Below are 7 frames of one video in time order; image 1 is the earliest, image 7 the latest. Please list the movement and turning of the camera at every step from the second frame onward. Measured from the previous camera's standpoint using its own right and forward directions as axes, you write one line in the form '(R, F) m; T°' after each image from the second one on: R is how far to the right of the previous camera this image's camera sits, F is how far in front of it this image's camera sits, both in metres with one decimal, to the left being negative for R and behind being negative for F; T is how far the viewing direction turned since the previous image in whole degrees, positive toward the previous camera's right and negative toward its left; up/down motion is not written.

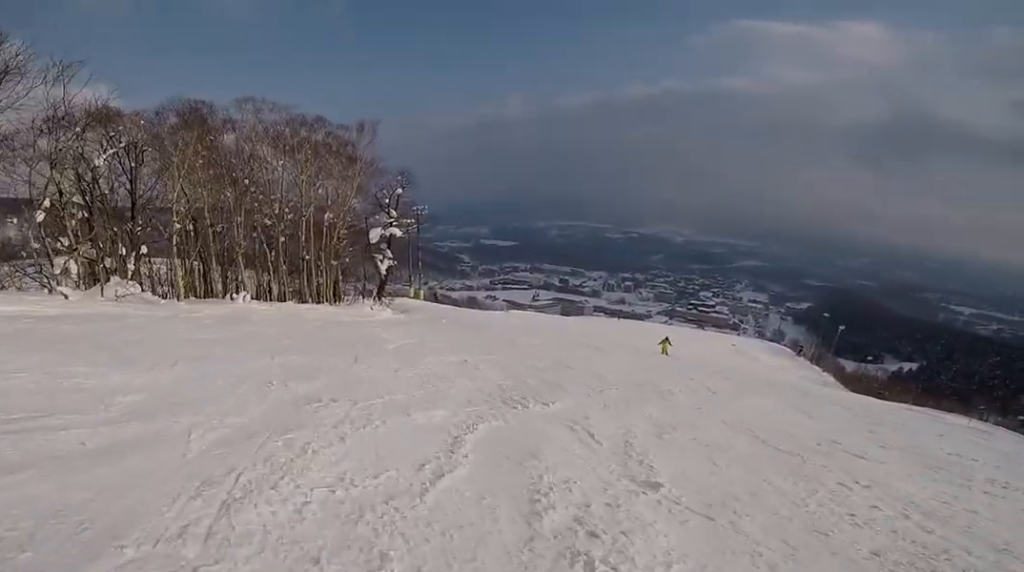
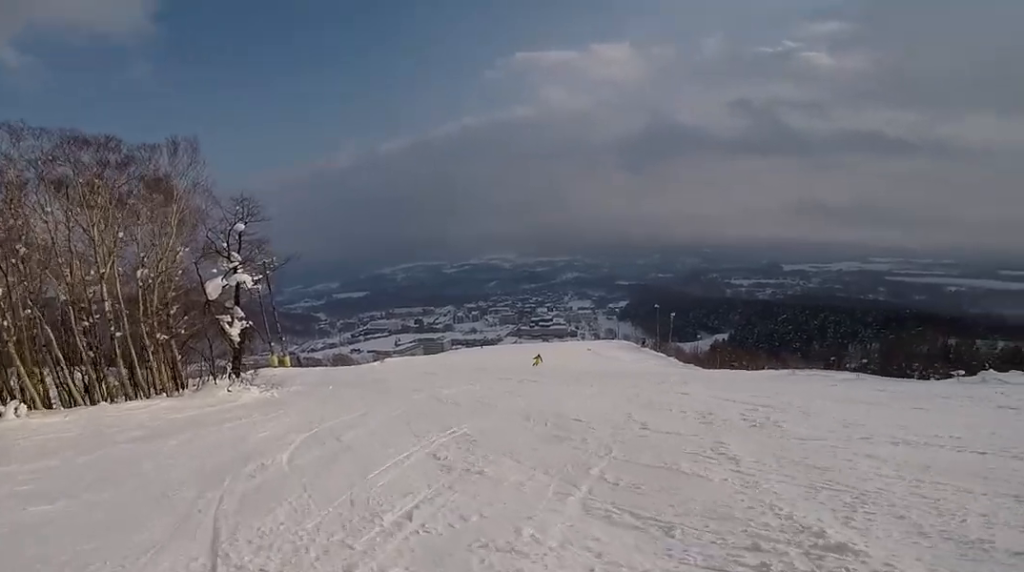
(+0.2, +6.7) m; +26°
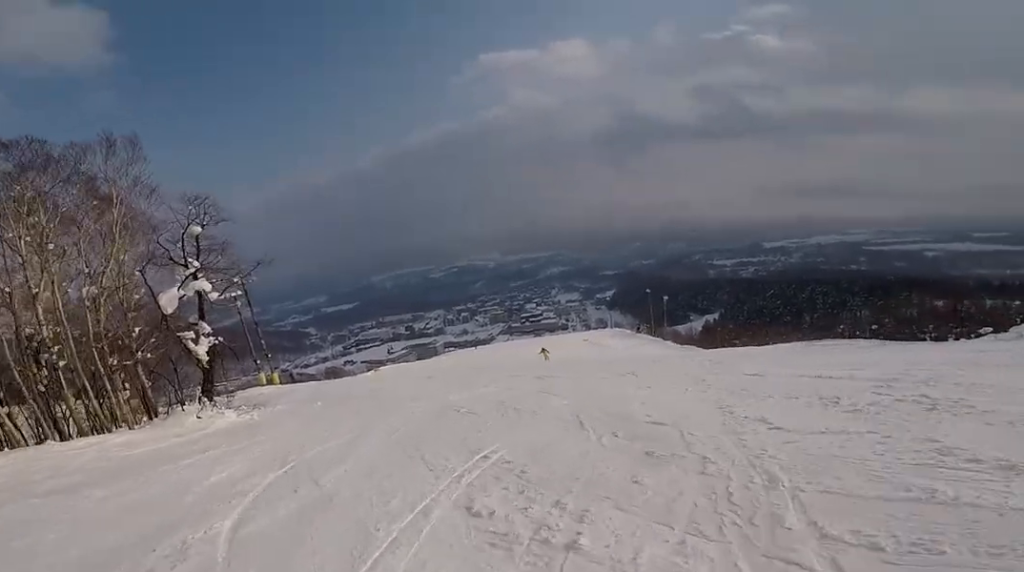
(+1.0, +2.4) m; +3°
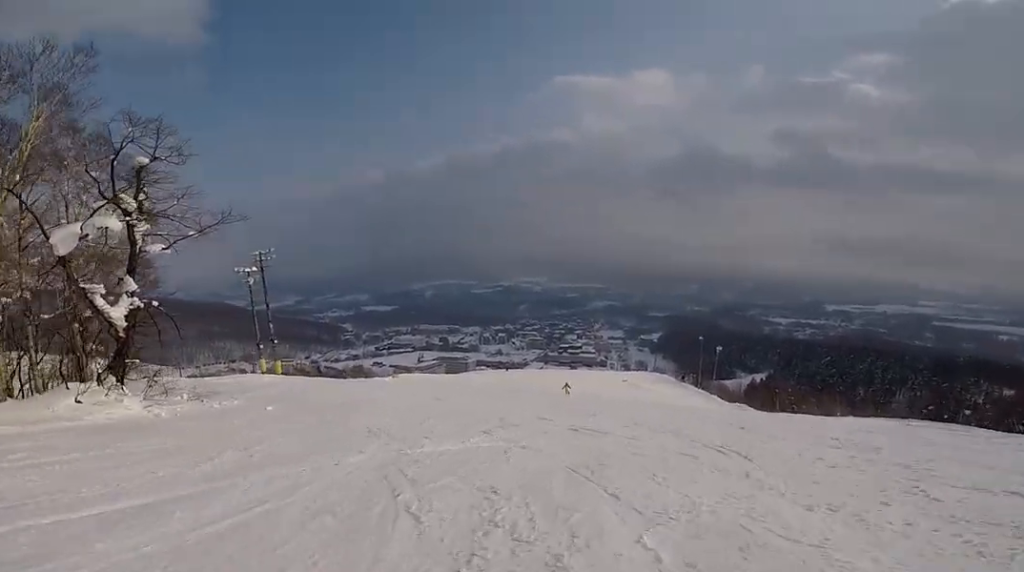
(+0.9, +5.2) m; -2°
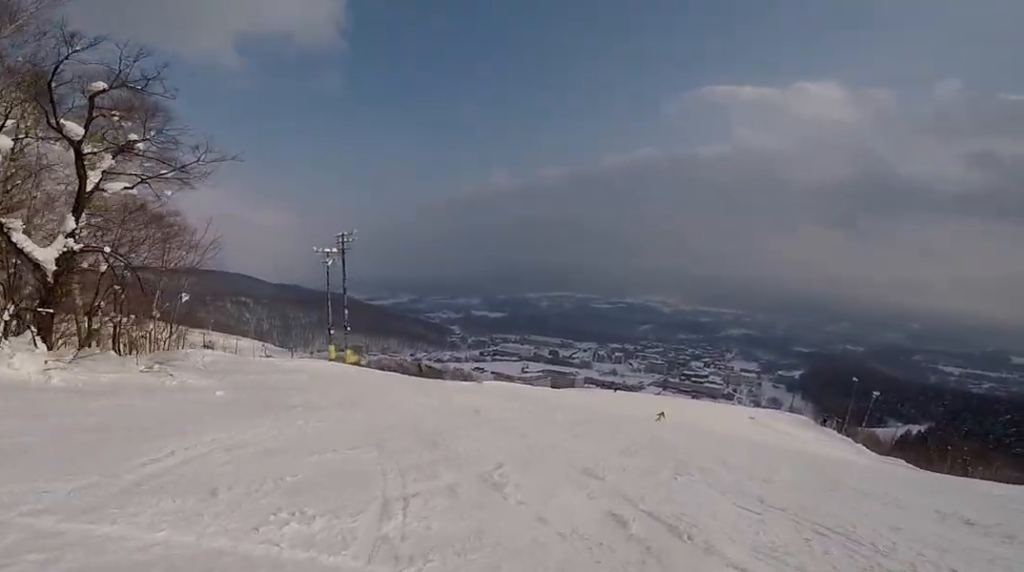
(-1.3, +5.1) m; -16°
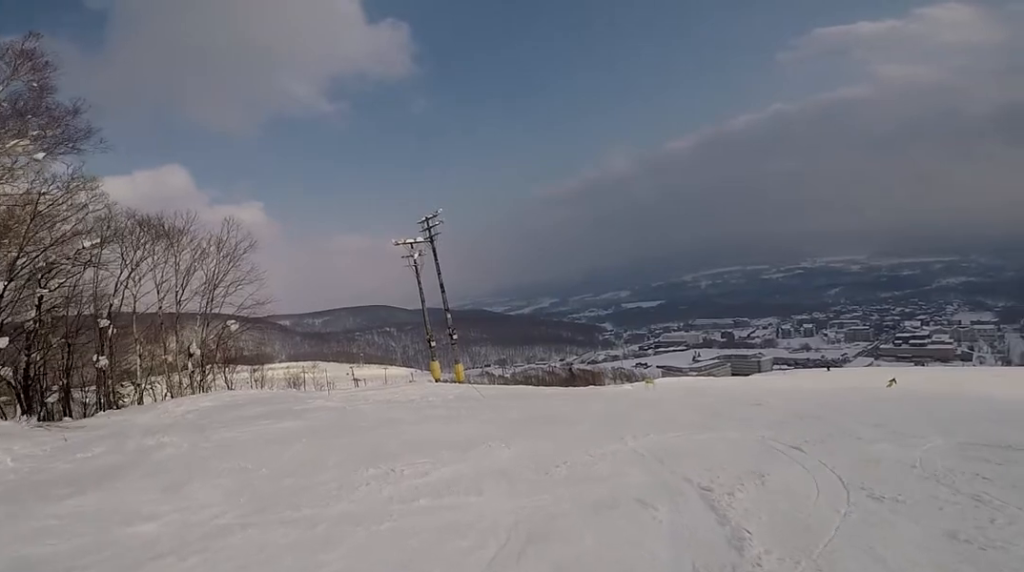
(-3.2, +10.9) m; -18°
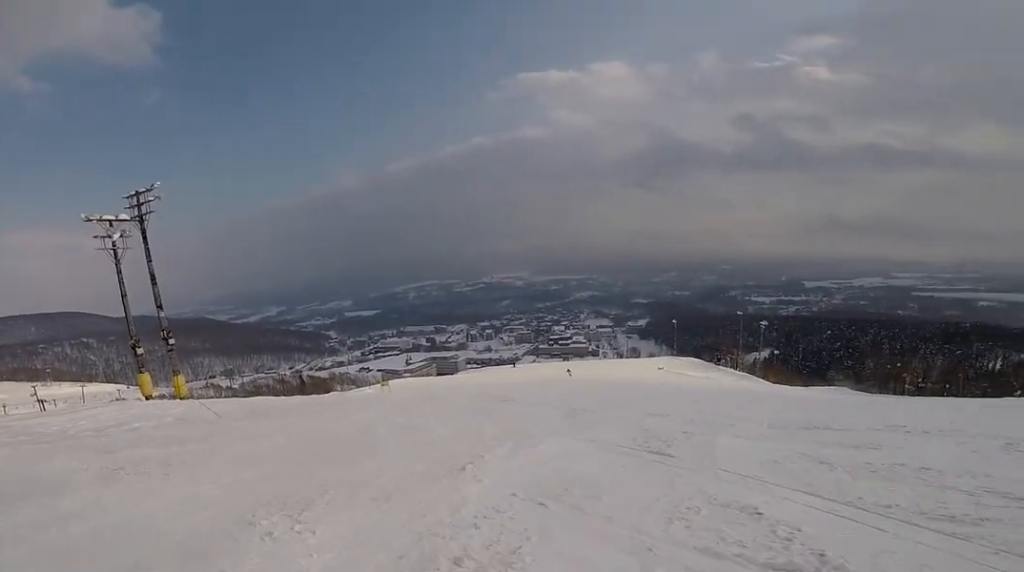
(+0.5, +5.7) m; +18°
